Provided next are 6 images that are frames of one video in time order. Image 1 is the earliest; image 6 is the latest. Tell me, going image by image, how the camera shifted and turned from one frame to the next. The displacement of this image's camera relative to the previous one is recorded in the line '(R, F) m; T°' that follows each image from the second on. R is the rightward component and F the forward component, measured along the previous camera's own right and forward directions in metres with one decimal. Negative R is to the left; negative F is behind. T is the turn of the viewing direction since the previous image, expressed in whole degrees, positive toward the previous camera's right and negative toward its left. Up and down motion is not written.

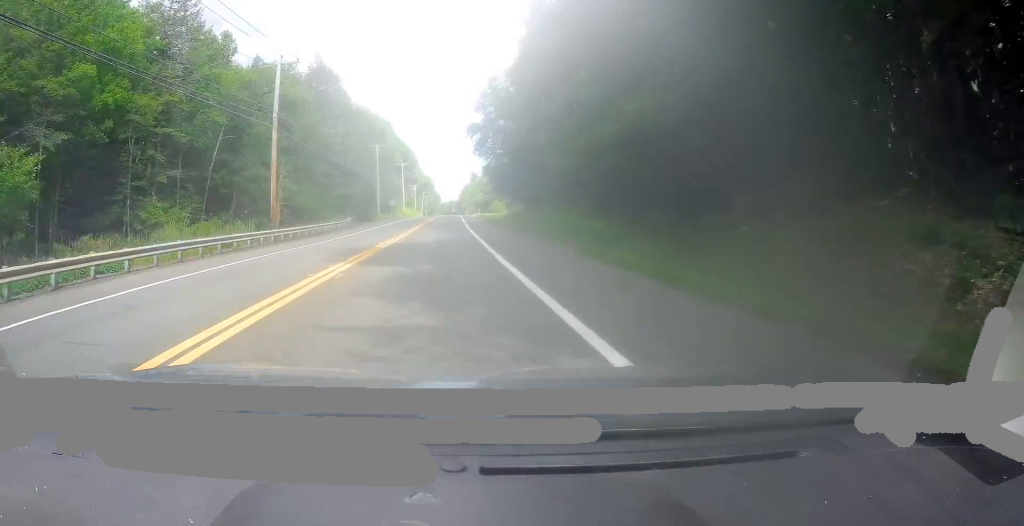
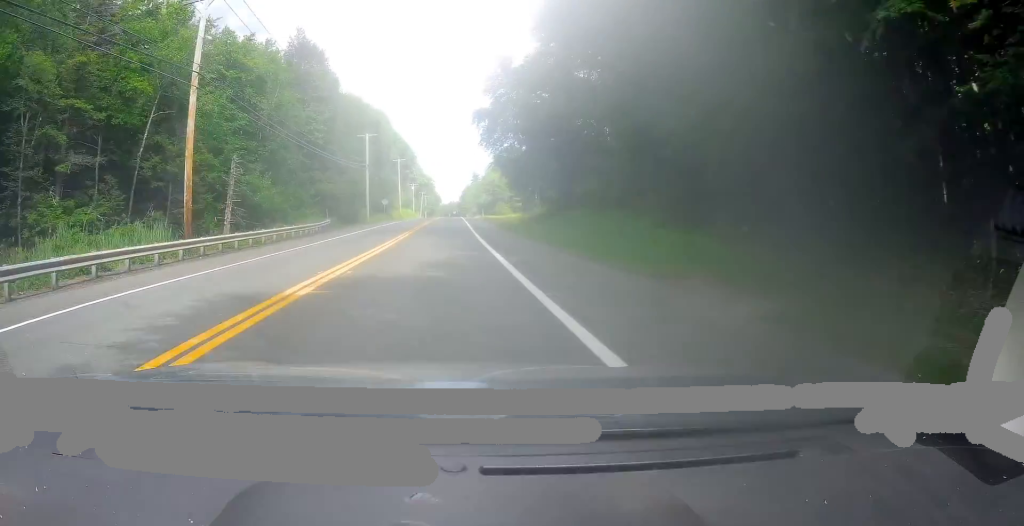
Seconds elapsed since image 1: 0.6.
(-0.5, +11.3) m; -1°
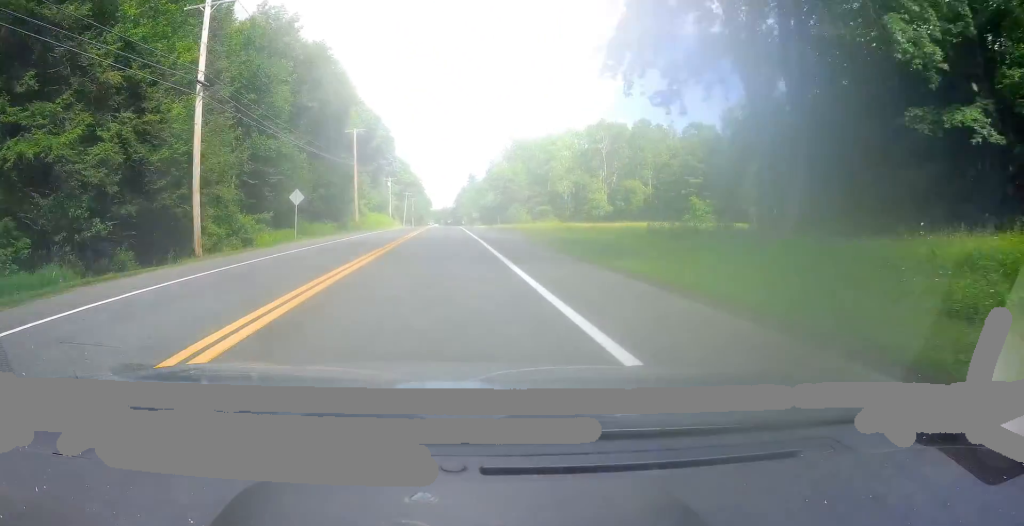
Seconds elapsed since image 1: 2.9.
(+0.3, +45.8) m; 0°
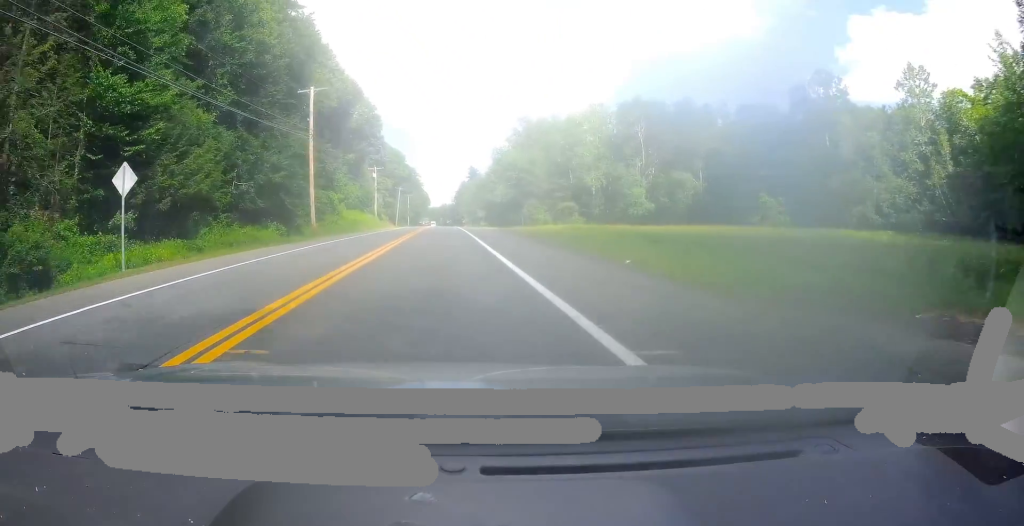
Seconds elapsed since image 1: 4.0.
(-0.4, +21.8) m; 0°
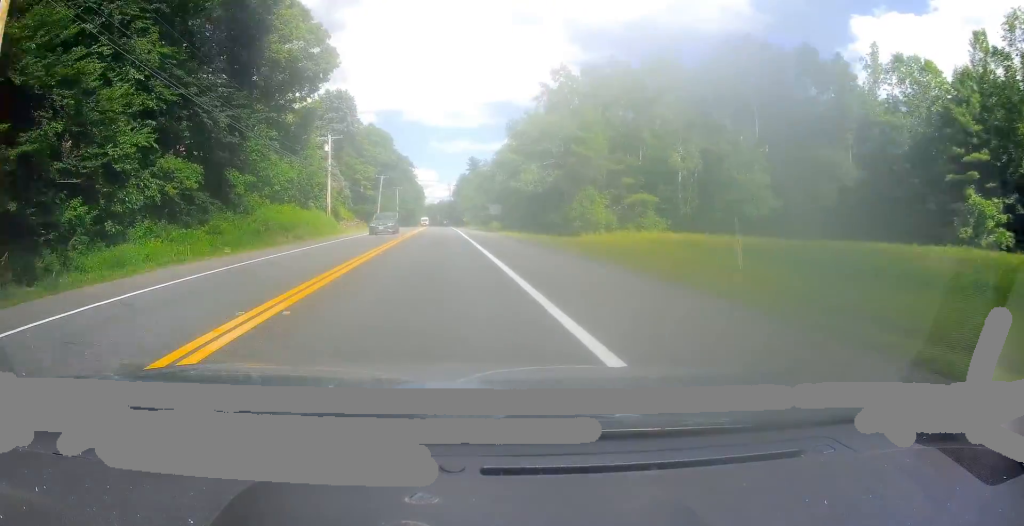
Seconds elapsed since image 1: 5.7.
(+0.6, +33.8) m; +1°
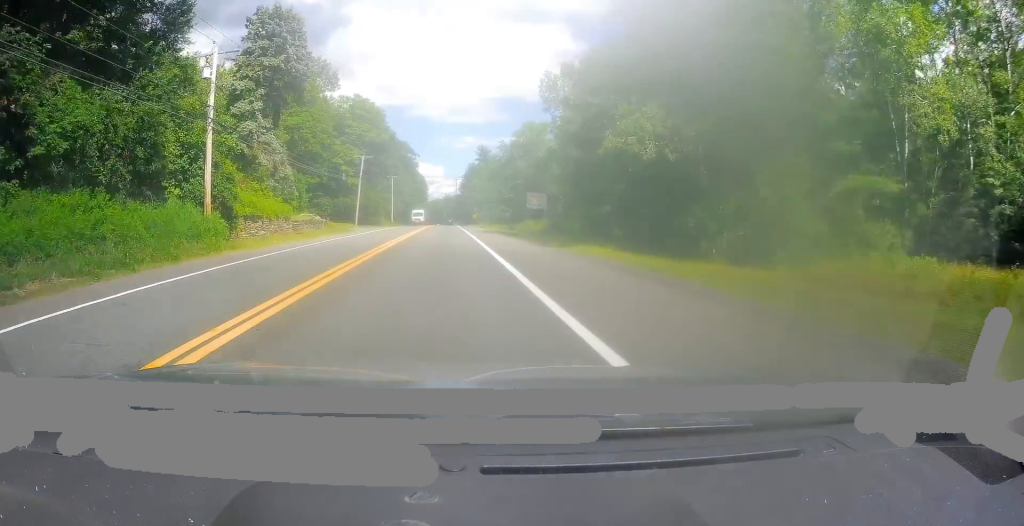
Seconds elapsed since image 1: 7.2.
(0.0, +29.8) m; -1°
